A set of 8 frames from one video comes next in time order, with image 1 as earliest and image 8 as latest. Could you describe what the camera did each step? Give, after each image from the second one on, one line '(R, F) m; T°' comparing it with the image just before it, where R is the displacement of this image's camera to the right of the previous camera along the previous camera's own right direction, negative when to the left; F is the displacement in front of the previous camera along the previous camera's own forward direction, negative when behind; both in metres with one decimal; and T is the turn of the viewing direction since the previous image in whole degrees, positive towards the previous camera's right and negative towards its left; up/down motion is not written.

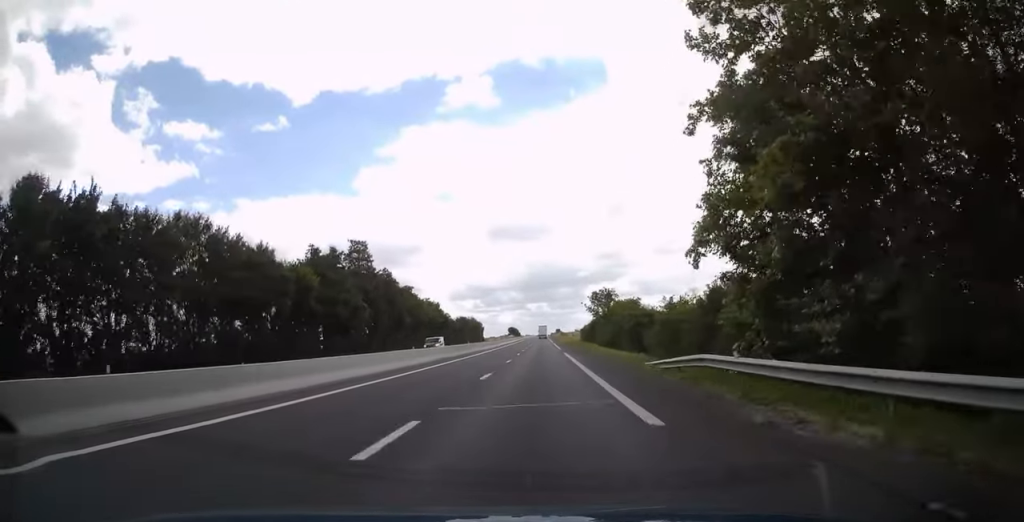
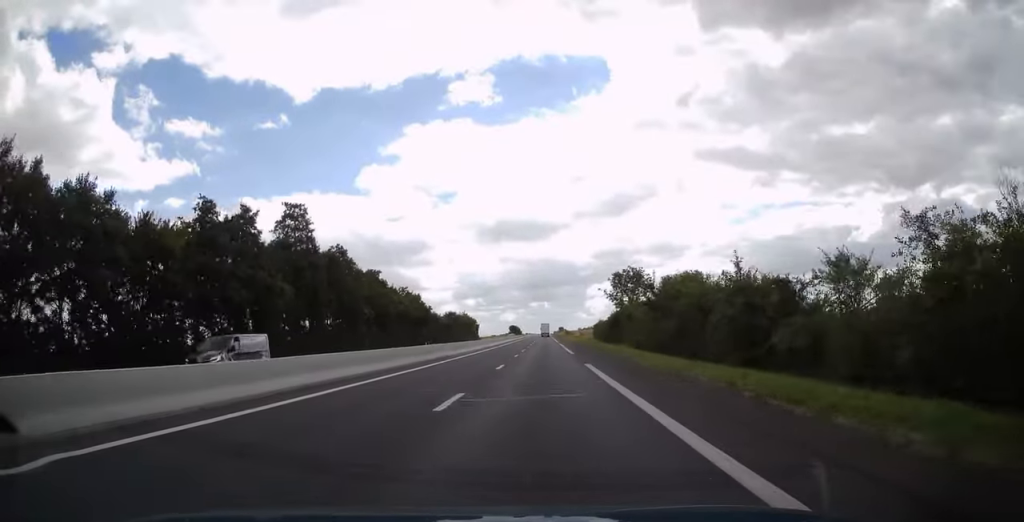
(-0.2, +22.0) m; 0°
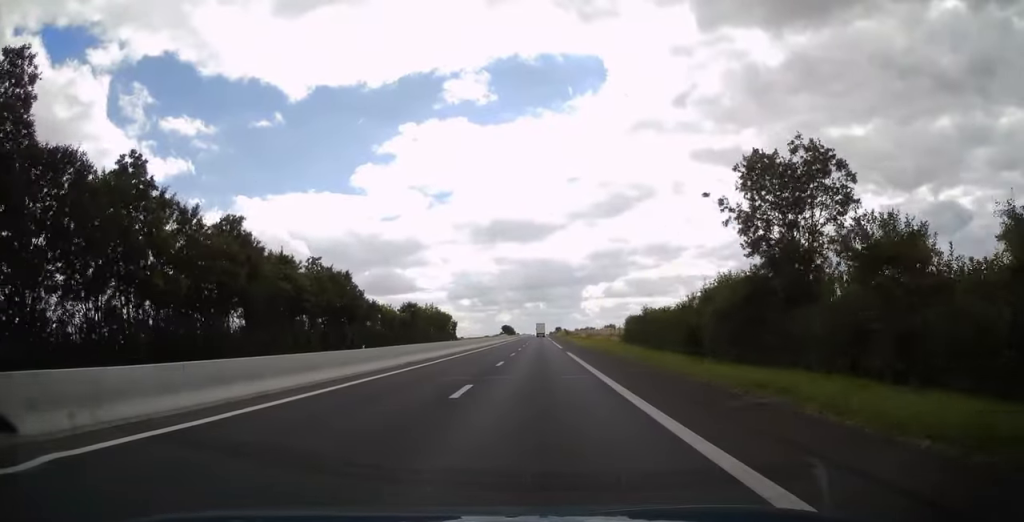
(0.0, +37.4) m; 0°
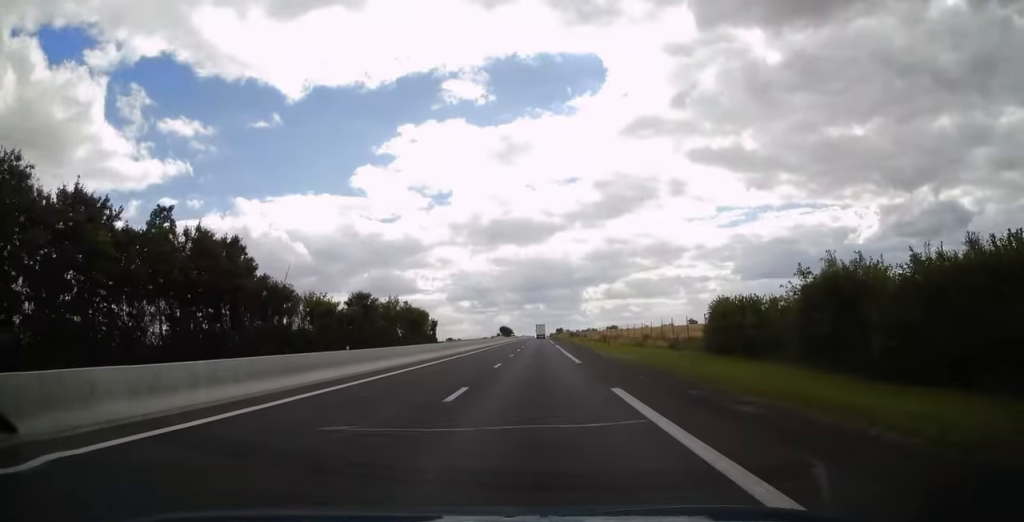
(0.0, +26.4) m; +1°
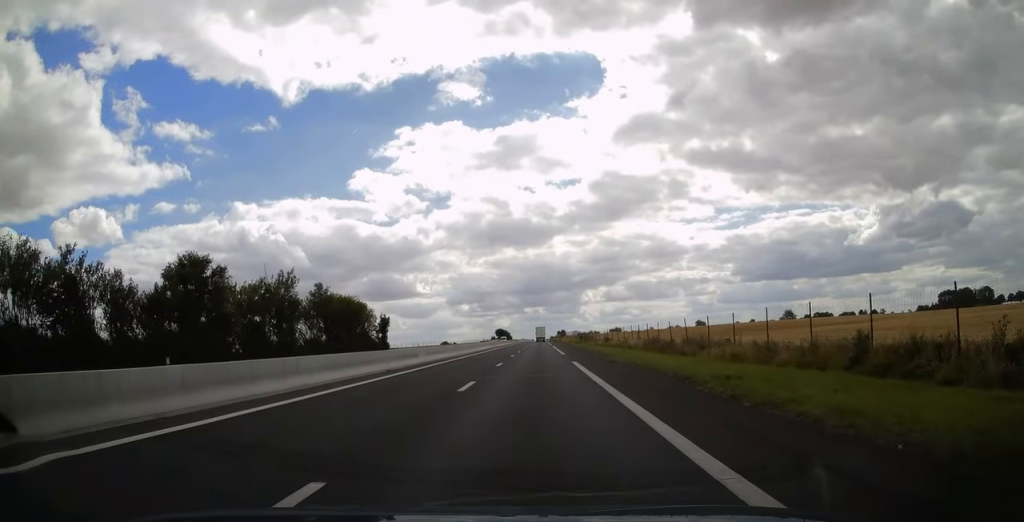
(+0.3, +36.2) m; 0°
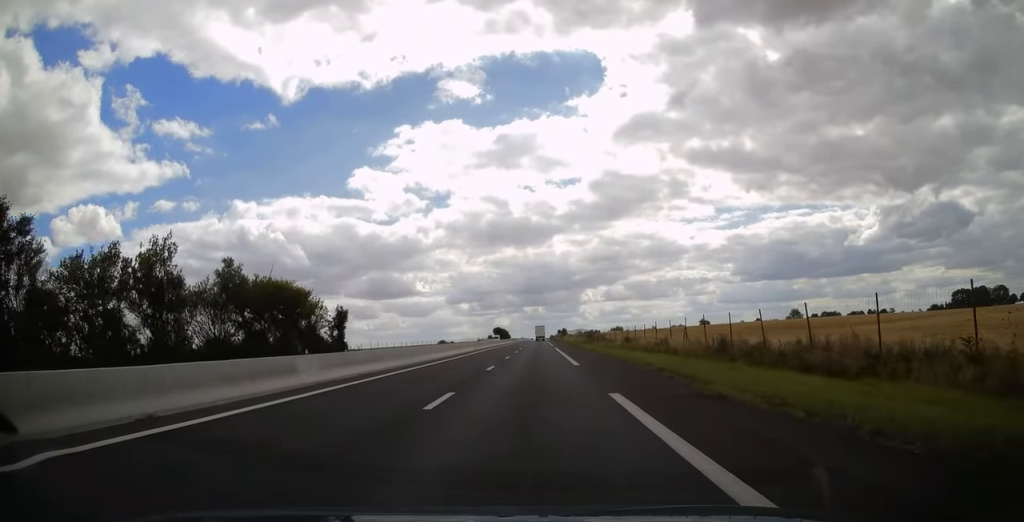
(-0.2, +17.3) m; 0°
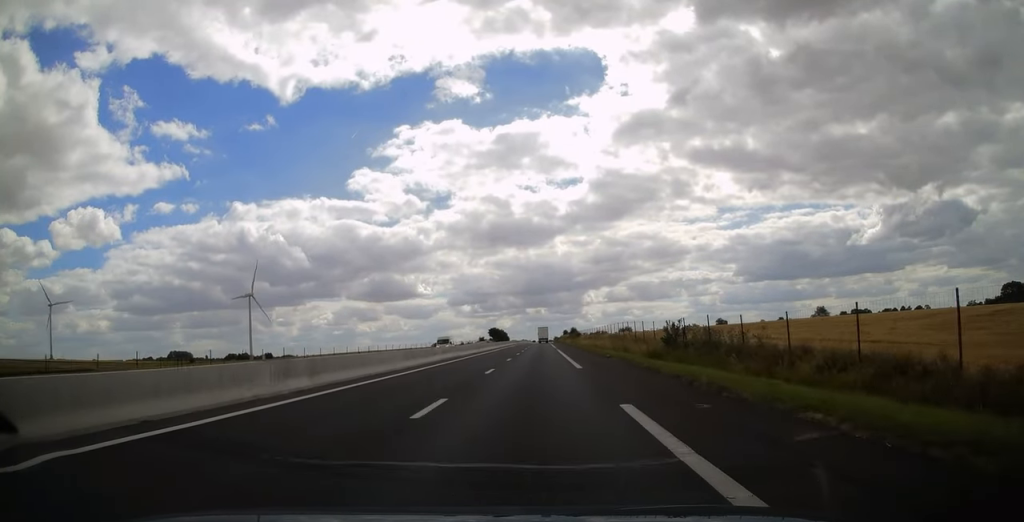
(-0.1, +53.2) m; 0°
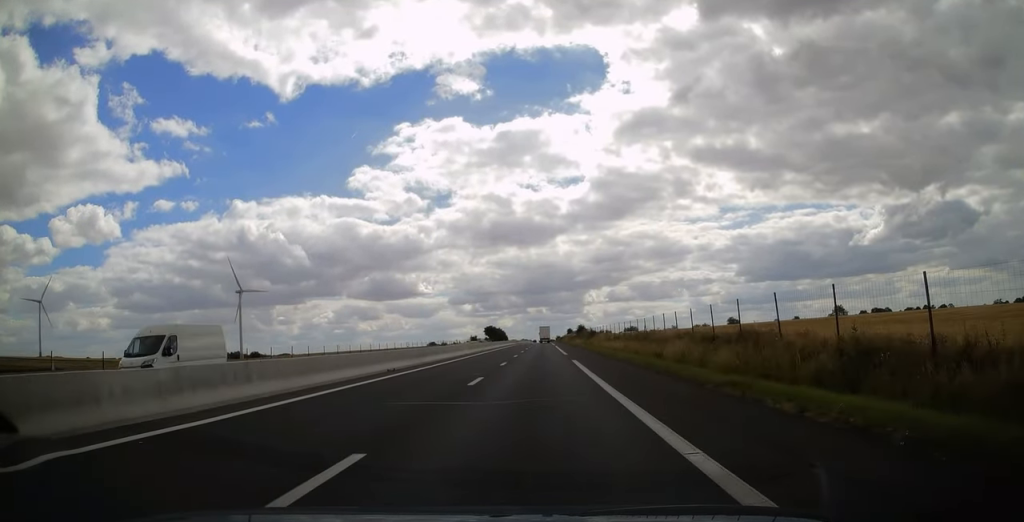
(0.0, +32.4) m; 0°
